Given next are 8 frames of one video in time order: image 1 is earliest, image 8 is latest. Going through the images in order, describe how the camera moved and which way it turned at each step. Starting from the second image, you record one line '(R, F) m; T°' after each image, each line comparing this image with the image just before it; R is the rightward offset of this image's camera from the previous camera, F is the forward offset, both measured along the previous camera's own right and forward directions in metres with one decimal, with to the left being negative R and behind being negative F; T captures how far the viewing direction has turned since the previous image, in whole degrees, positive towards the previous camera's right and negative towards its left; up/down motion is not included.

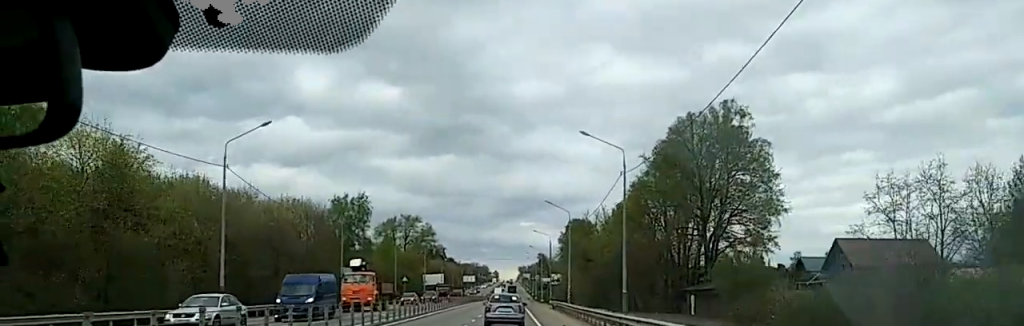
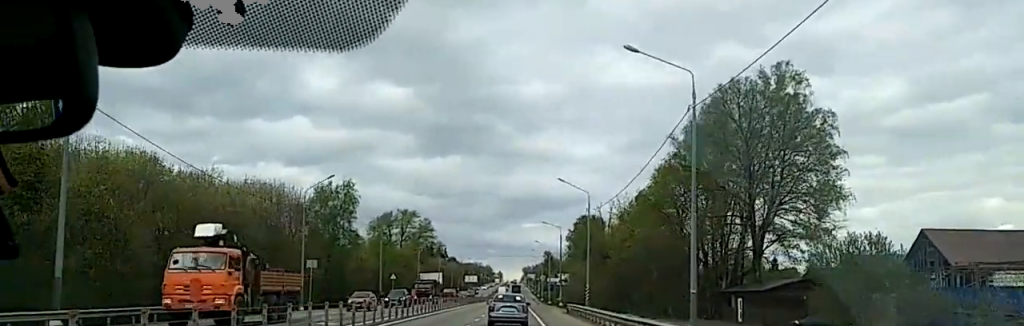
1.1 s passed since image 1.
(-0.3, +16.7) m; 0°
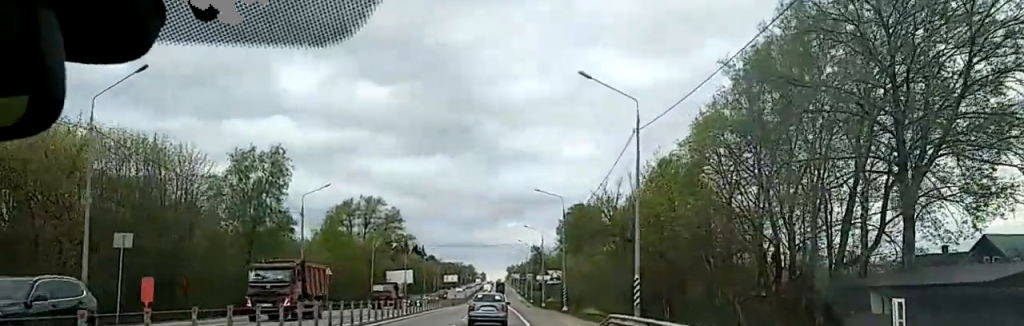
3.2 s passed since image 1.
(+0.5, +31.6) m; 0°
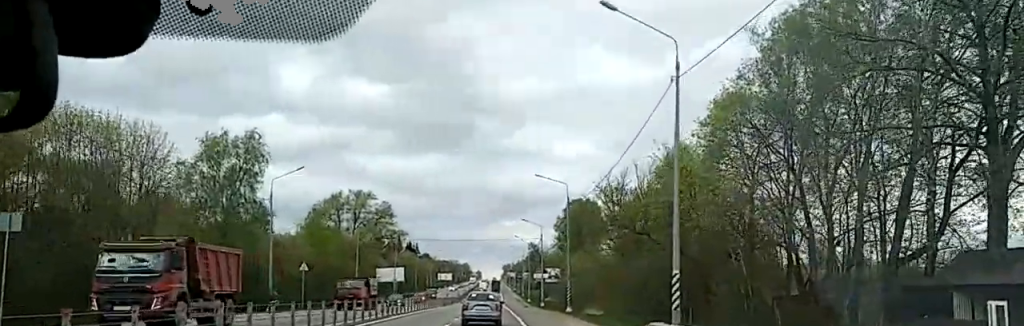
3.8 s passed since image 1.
(-0.2, +8.4) m; 0°
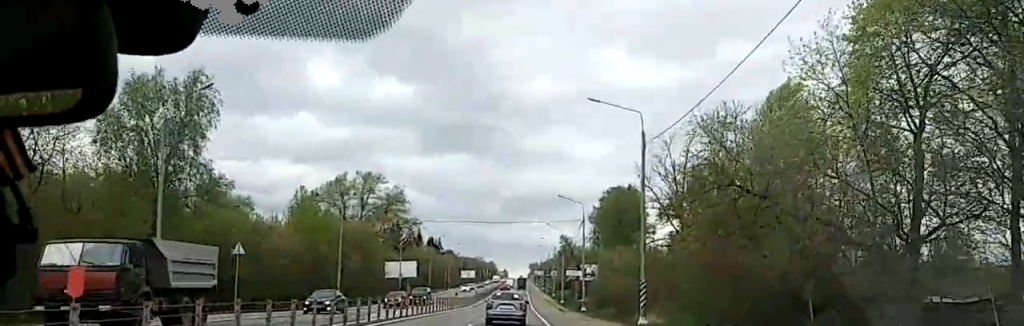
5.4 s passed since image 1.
(+0.3, +24.1) m; +1°
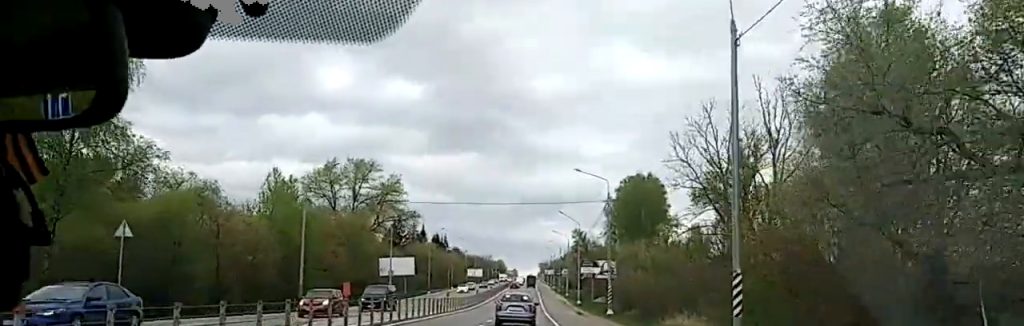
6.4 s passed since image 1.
(-0.1, +14.7) m; -1°
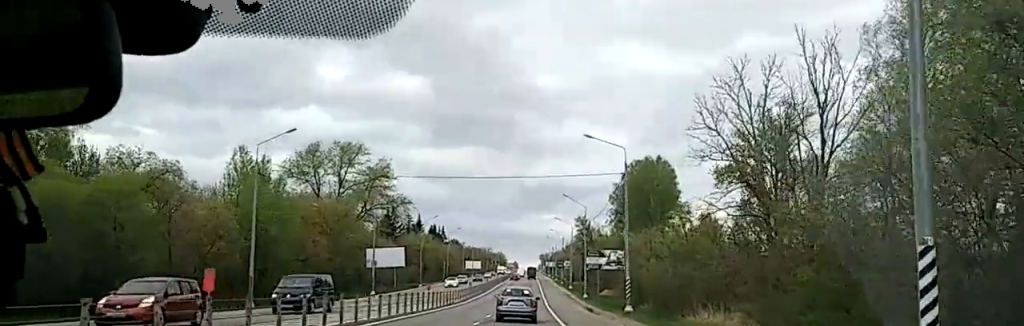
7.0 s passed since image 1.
(-0.2, +10.5) m; -1°
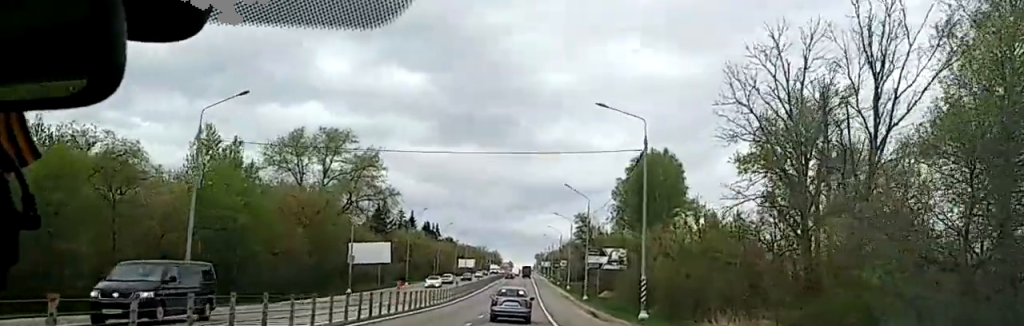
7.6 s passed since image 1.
(0.0, +8.7) m; -1°
